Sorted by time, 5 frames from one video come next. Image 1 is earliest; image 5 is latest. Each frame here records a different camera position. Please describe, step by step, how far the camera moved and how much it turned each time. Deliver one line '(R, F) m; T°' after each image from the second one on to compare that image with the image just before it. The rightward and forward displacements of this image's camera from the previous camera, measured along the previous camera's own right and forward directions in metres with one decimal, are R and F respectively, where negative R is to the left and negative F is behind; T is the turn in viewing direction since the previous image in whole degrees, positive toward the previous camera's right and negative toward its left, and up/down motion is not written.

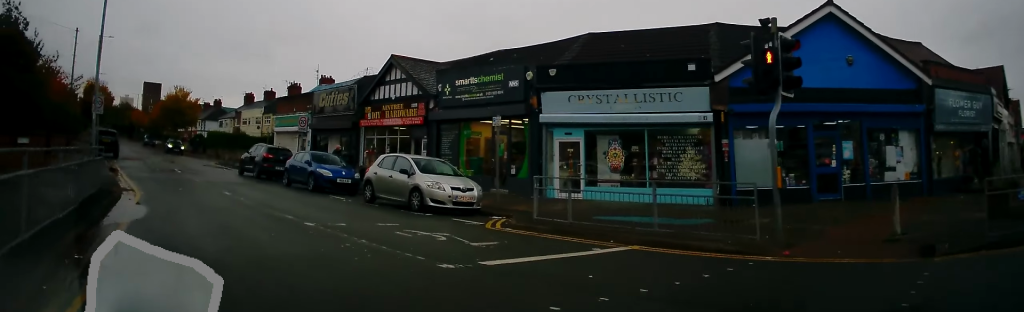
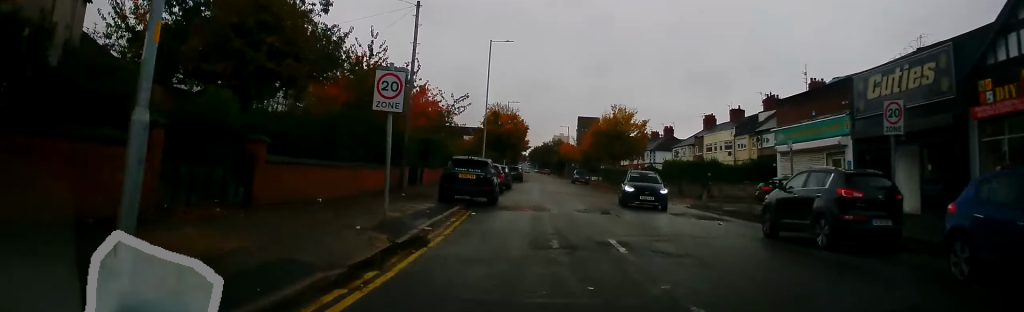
(-7.3, +13.0) m; -45°
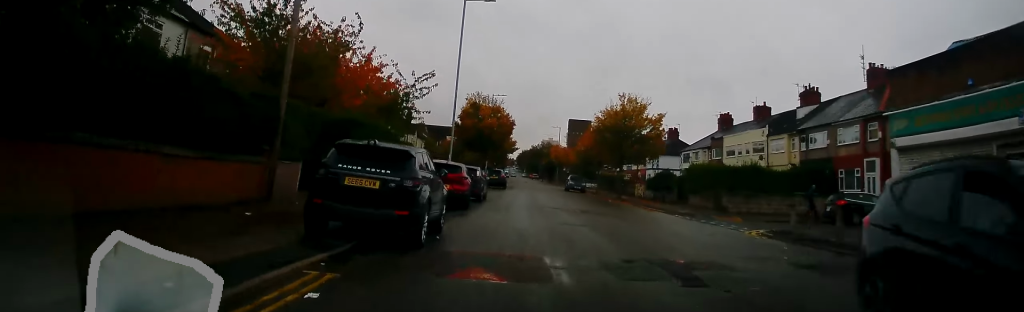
(+0.1, +10.6) m; +1°
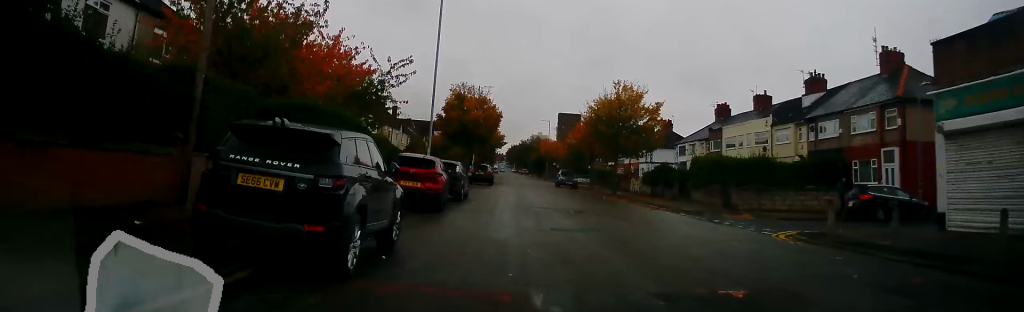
(0.0, +3.1) m; 0°
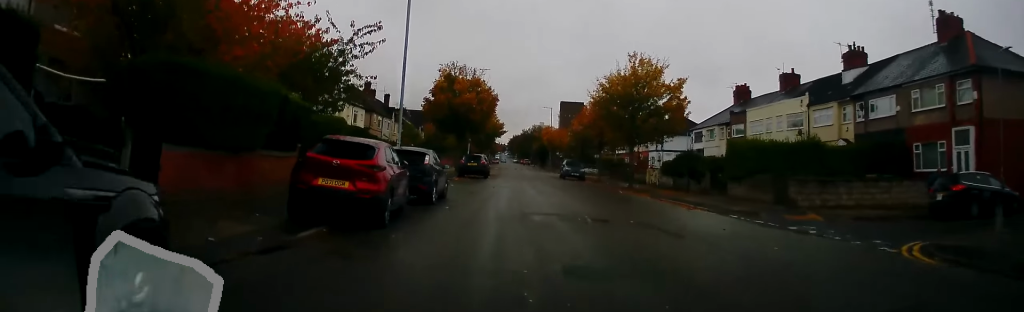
(0.0, +6.5) m; +2°
